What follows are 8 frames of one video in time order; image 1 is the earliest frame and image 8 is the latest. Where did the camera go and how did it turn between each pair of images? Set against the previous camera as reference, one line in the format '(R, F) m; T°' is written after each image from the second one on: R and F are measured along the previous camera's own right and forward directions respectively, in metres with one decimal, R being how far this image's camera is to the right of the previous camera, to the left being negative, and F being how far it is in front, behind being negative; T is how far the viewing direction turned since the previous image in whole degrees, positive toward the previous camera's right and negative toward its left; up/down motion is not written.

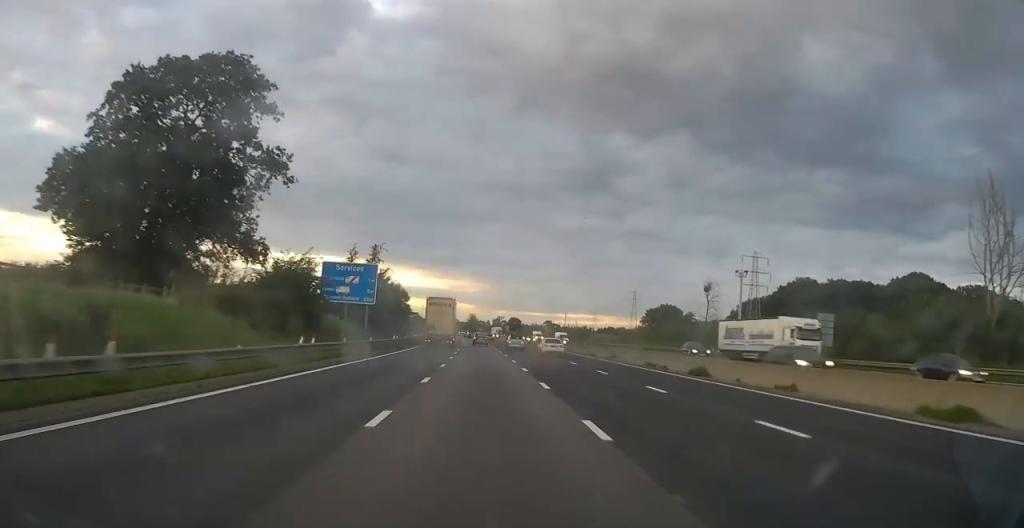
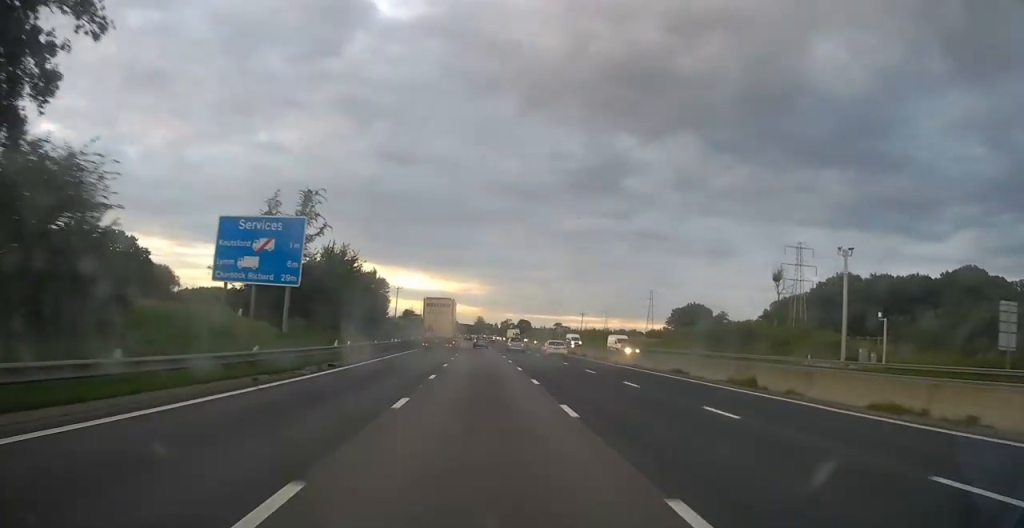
(0.0, +23.5) m; 0°
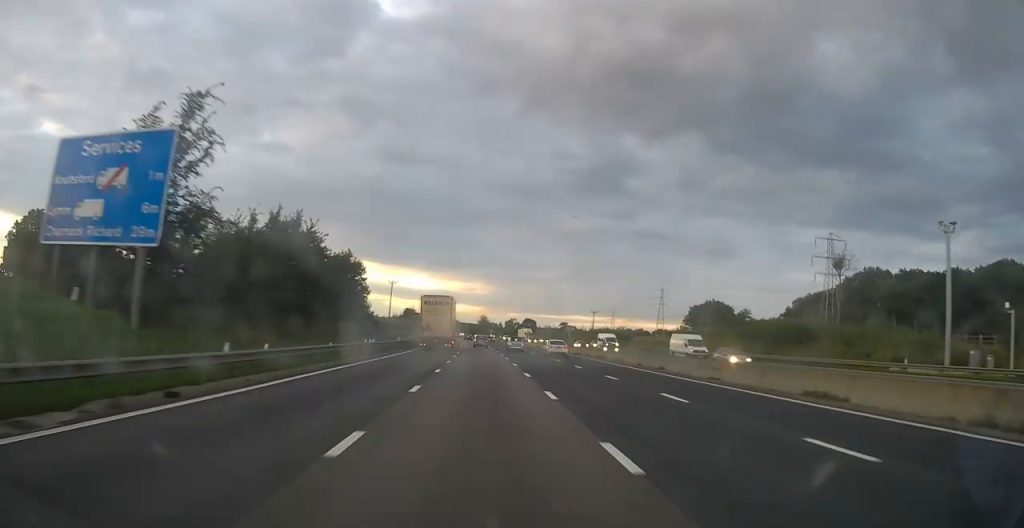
(0.0, +14.3) m; 0°
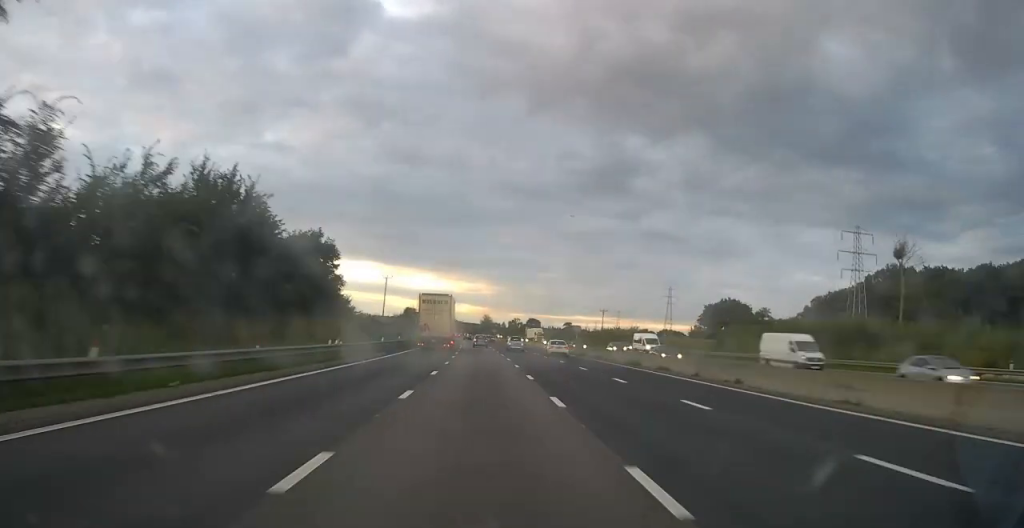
(0.0, +10.7) m; 0°
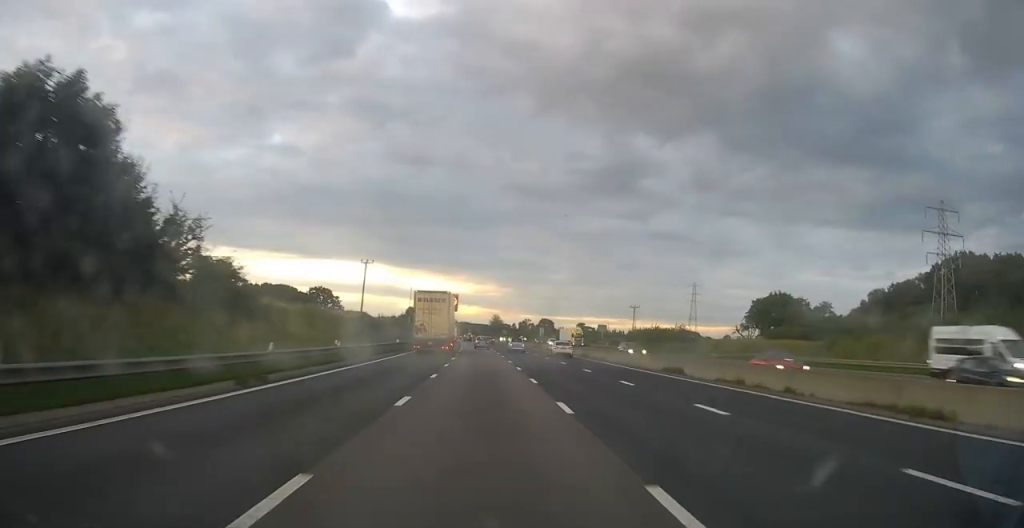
(-0.2, +27.5) m; -1°
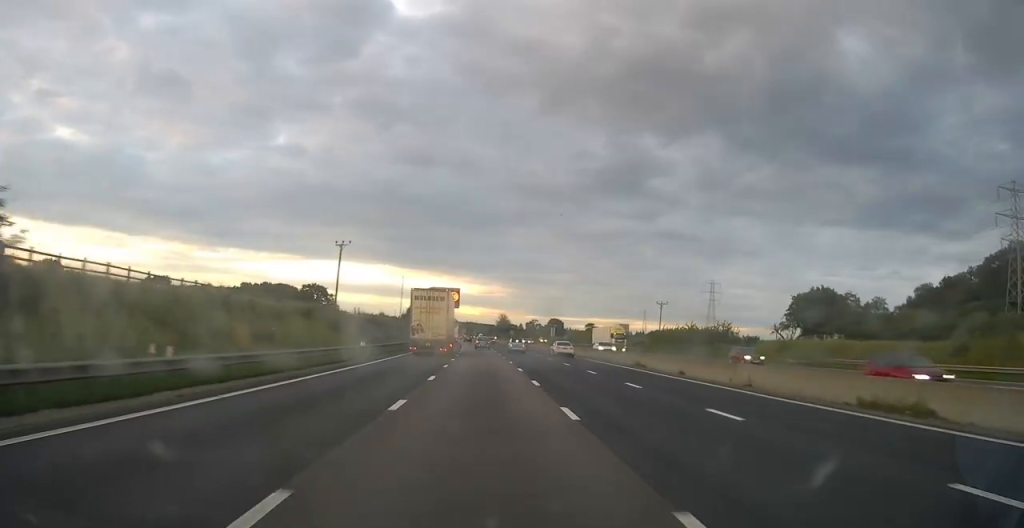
(0.0, +18.6) m; 0°
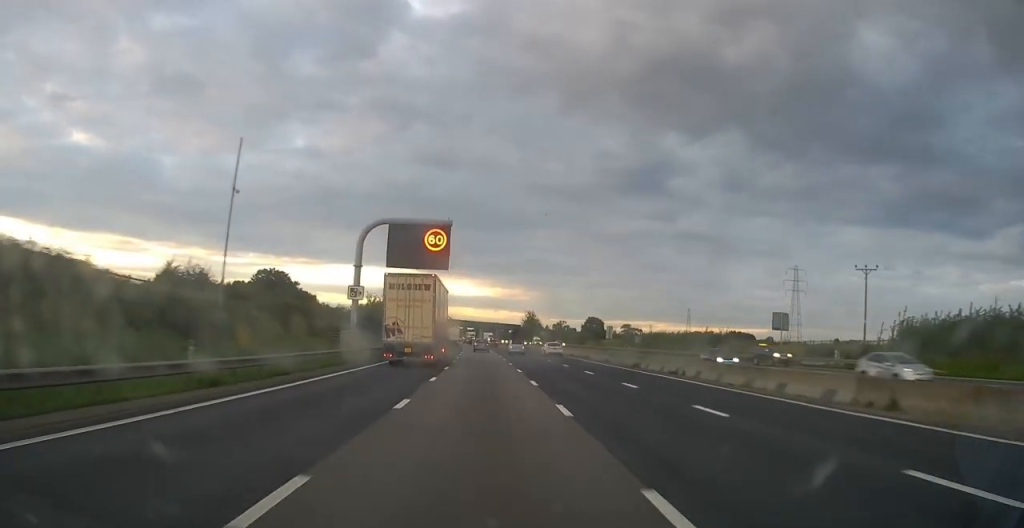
(-1.0, +69.4) m; -2°
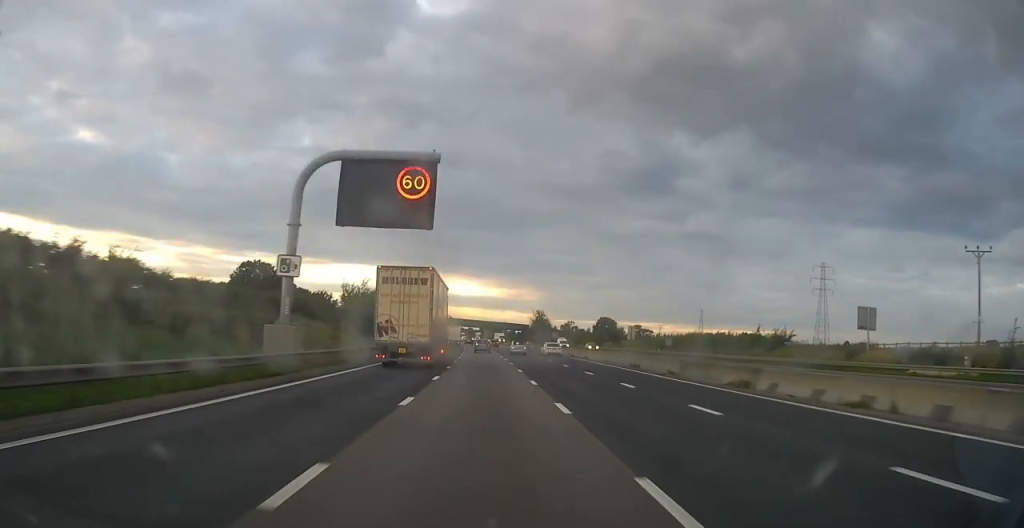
(-0.1, +17.1) m; -1°
